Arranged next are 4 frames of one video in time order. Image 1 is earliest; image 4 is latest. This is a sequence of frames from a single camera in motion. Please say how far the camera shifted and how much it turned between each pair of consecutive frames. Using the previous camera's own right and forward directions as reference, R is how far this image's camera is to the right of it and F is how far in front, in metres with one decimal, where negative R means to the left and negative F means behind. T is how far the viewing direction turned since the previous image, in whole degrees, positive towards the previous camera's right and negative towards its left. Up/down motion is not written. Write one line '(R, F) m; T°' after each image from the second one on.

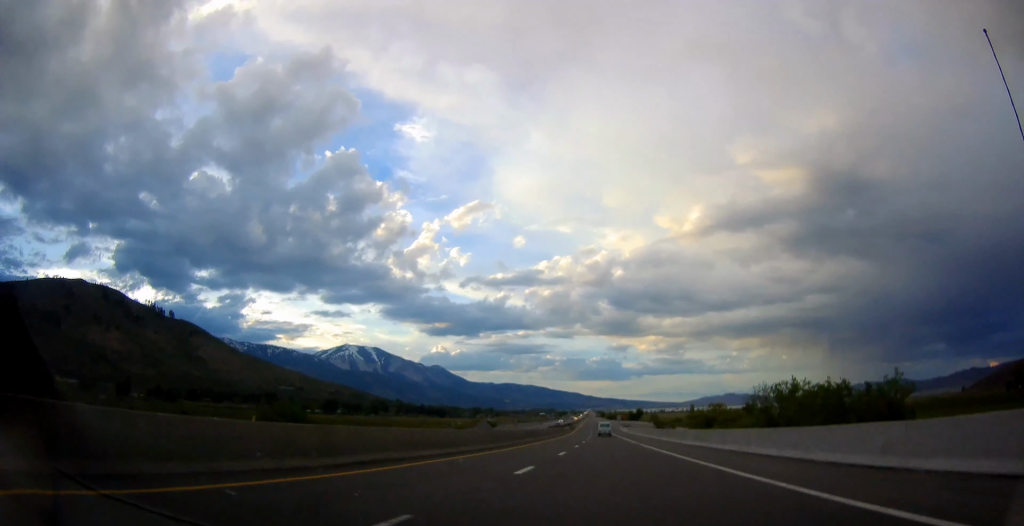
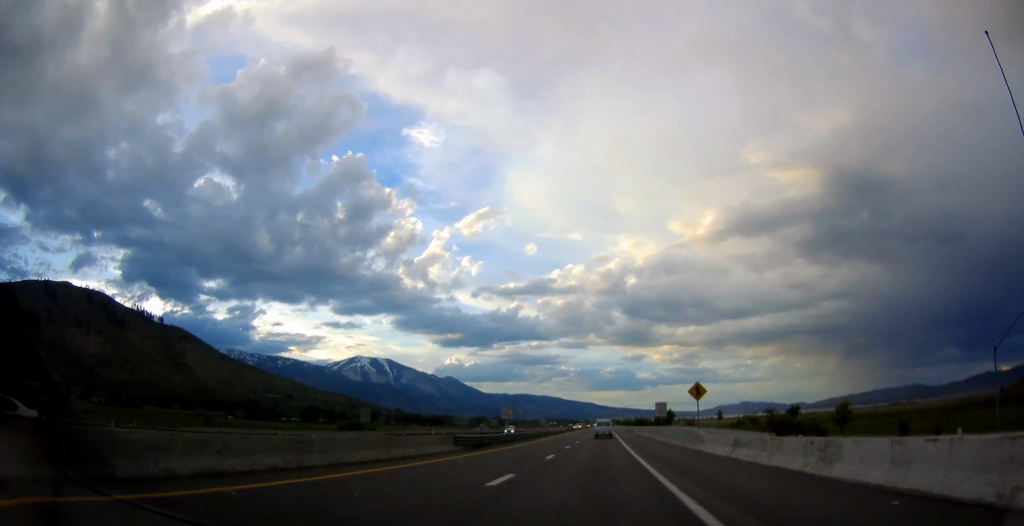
(-0.9, +113.3) m; 0°
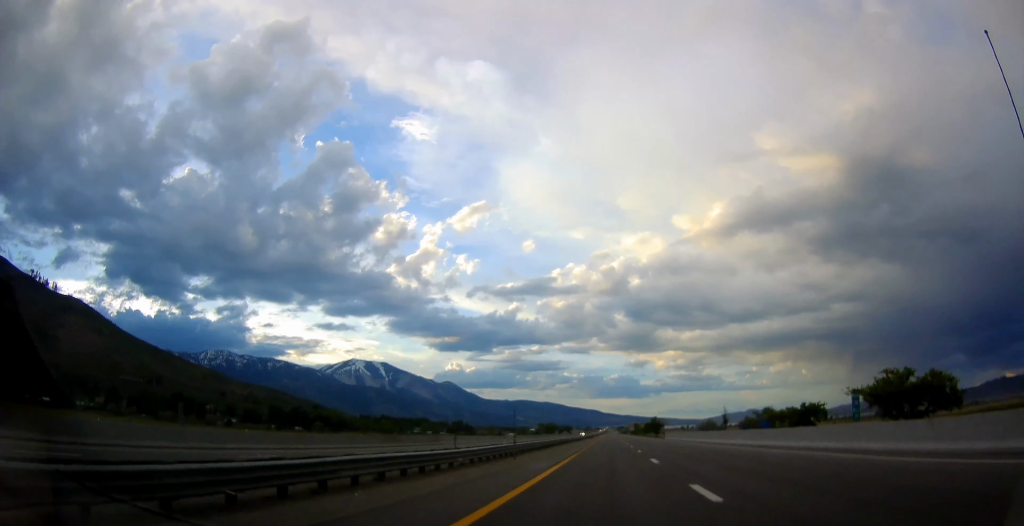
(-0.5, +460.3) m; 0°
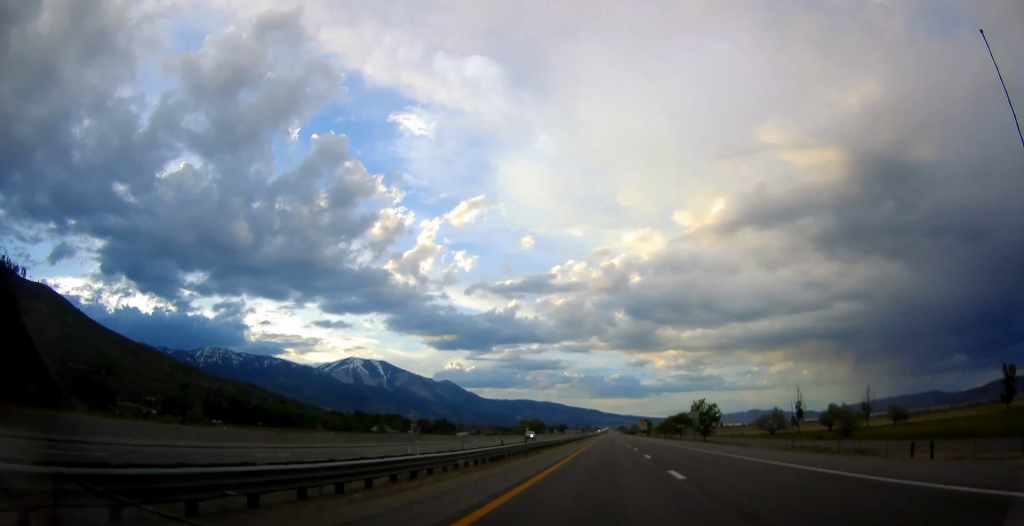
(+0.1, +122.6) m; 0°
